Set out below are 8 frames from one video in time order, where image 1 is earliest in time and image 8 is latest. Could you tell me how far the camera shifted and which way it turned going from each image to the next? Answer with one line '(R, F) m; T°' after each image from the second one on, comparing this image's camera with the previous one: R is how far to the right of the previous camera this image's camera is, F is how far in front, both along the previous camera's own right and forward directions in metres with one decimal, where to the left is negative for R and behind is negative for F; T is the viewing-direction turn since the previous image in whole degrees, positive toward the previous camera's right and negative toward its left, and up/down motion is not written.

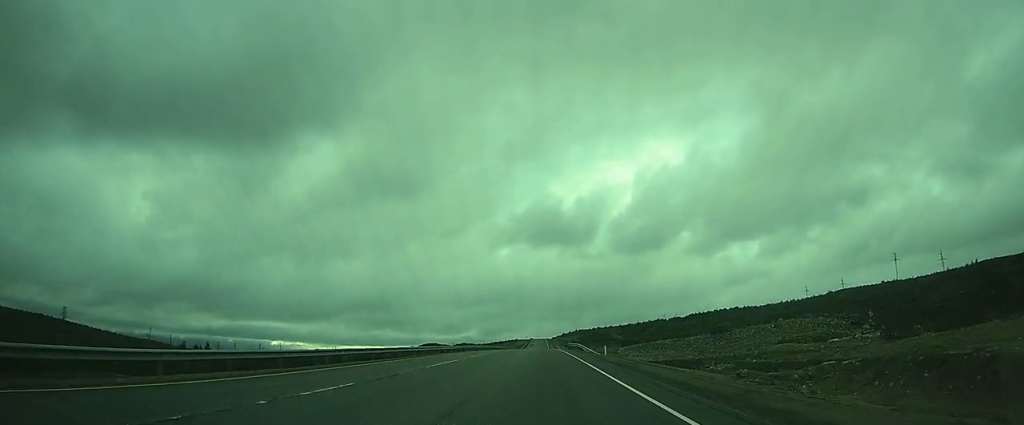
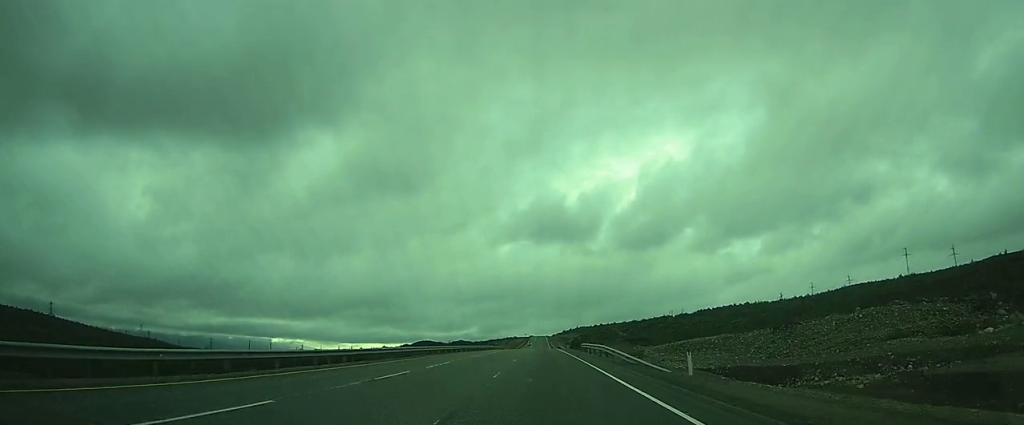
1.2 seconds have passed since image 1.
(-0.1, +24.6) m; 0°
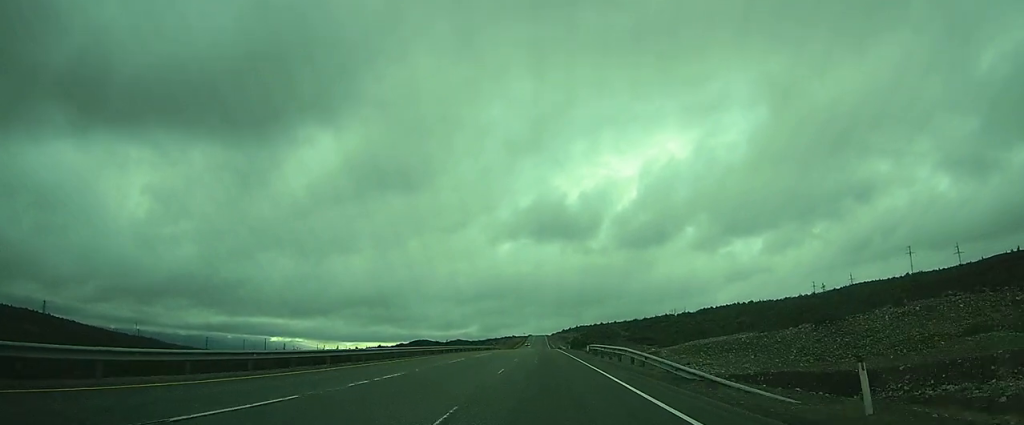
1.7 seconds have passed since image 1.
(0.0, +10.4) m; 0°
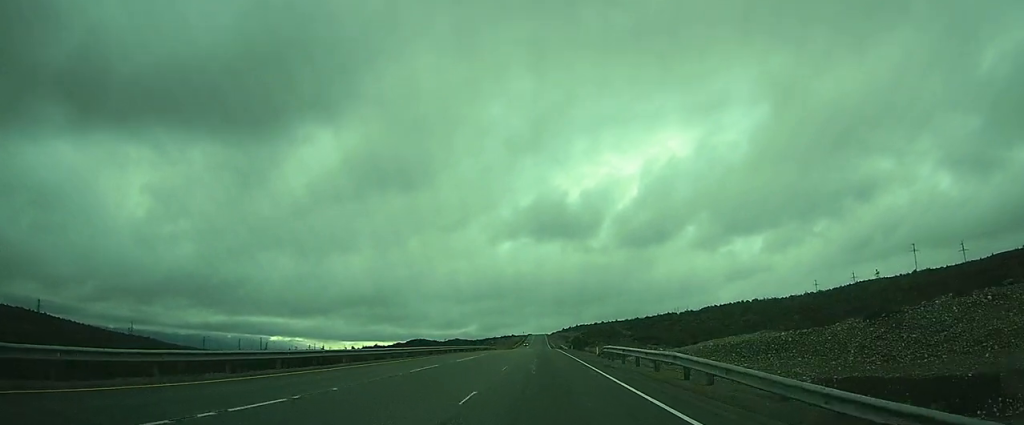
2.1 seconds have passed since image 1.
(0.0, +9.7) m; 0°
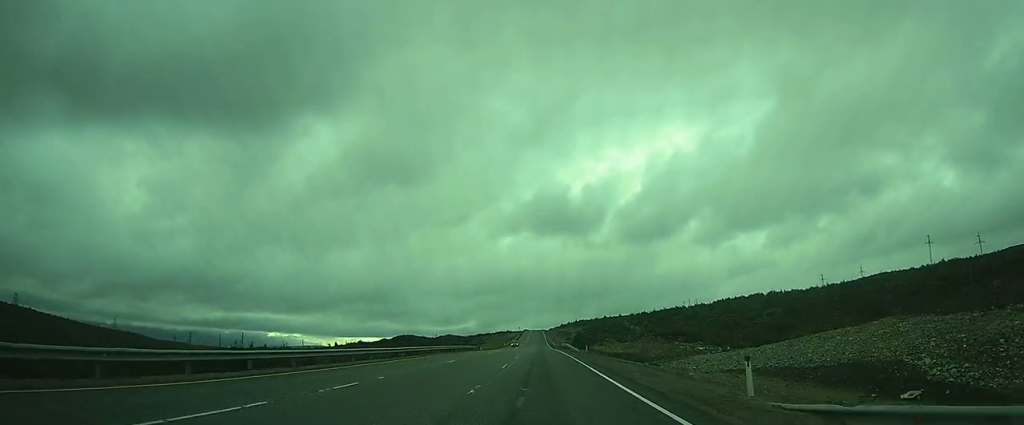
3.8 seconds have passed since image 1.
(+0.2, +34.1) m; 0°
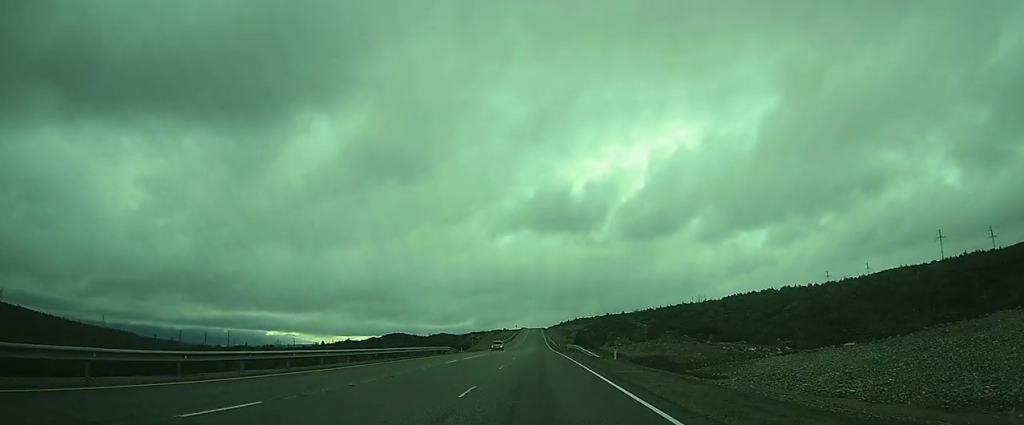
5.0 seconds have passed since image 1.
(0.0, +23.6) m; -1°
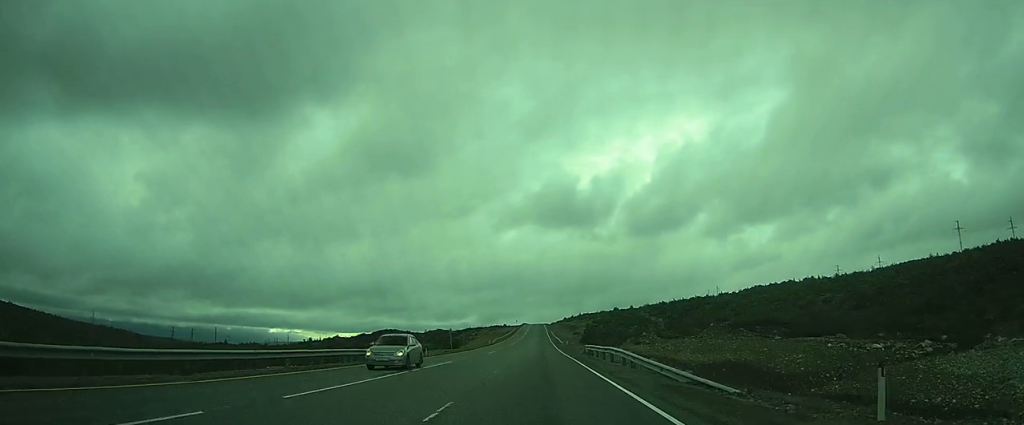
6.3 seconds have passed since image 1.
(-0.1, +27.2) m; 0°
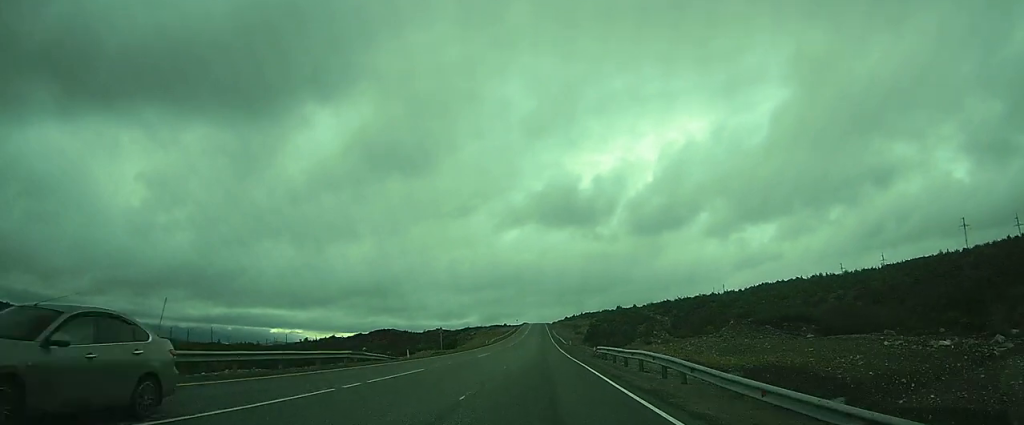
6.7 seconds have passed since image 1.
(0.0, +8.2) m; 0°
